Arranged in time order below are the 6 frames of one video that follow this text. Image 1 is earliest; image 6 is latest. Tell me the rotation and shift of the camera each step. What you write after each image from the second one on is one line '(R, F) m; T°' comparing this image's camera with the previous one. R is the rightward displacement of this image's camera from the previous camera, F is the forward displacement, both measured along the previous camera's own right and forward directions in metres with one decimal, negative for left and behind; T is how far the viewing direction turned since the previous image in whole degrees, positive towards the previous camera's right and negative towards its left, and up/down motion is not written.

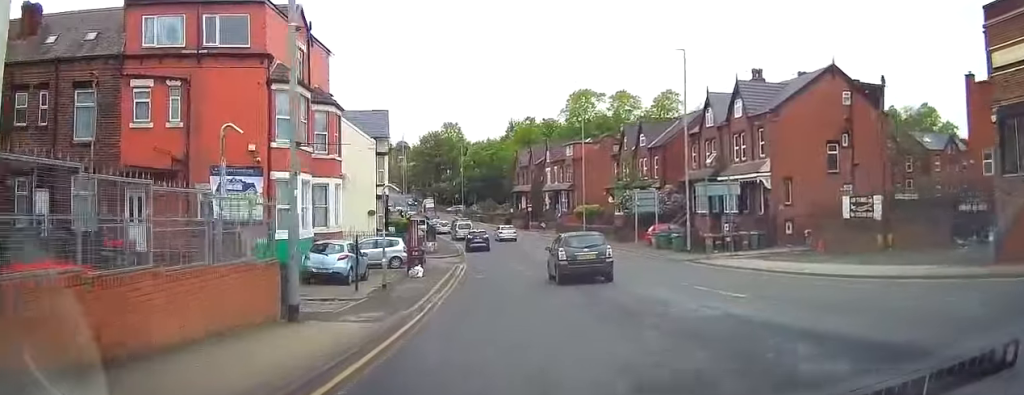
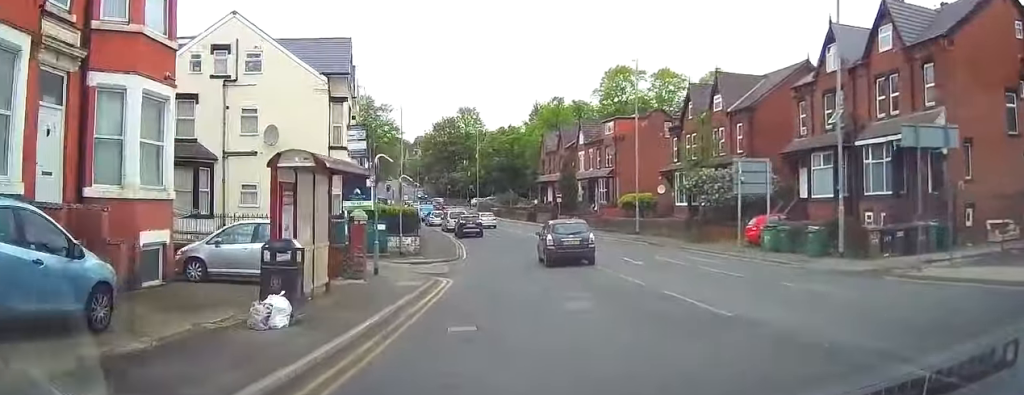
(+0.3, +19.6) m; -1°
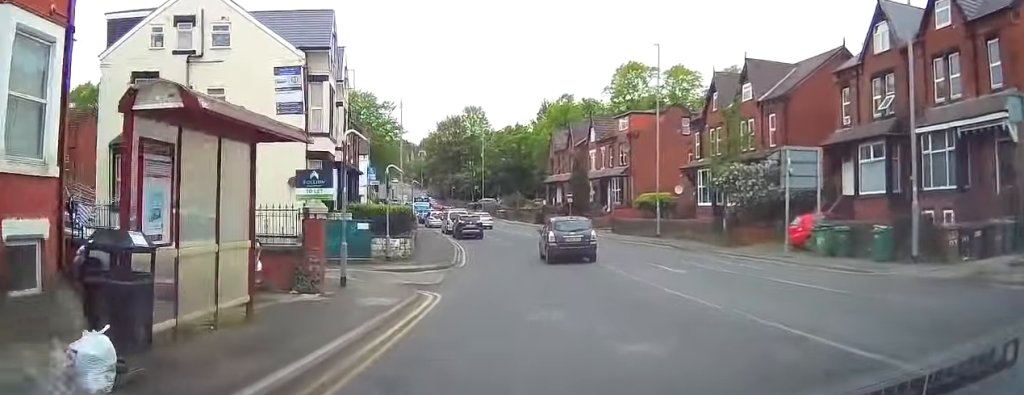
(-0.2, +4.7) m; -2°
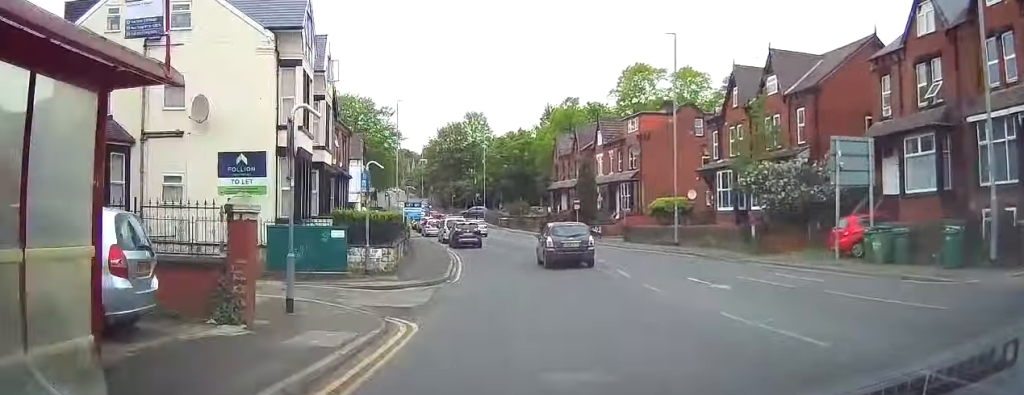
(-0.1, +3.9) m; -1°
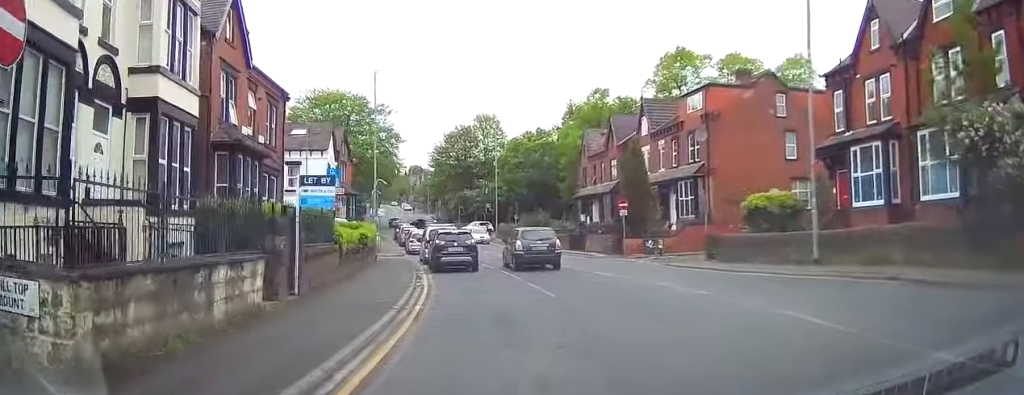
(0.0, +16.4) m; -2°
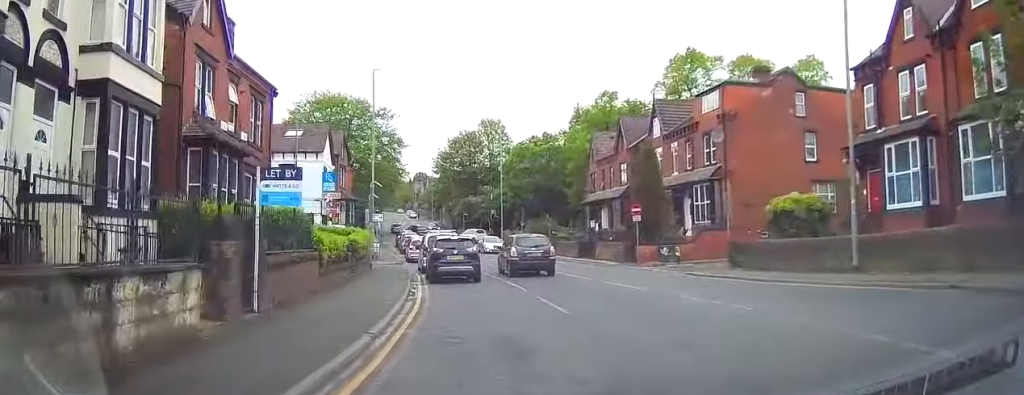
(+0.1, +2.6) m; -1°
